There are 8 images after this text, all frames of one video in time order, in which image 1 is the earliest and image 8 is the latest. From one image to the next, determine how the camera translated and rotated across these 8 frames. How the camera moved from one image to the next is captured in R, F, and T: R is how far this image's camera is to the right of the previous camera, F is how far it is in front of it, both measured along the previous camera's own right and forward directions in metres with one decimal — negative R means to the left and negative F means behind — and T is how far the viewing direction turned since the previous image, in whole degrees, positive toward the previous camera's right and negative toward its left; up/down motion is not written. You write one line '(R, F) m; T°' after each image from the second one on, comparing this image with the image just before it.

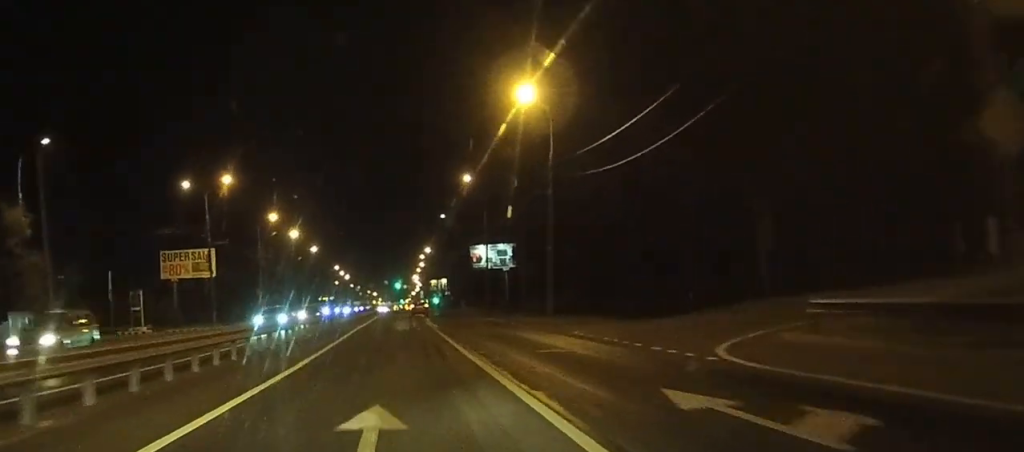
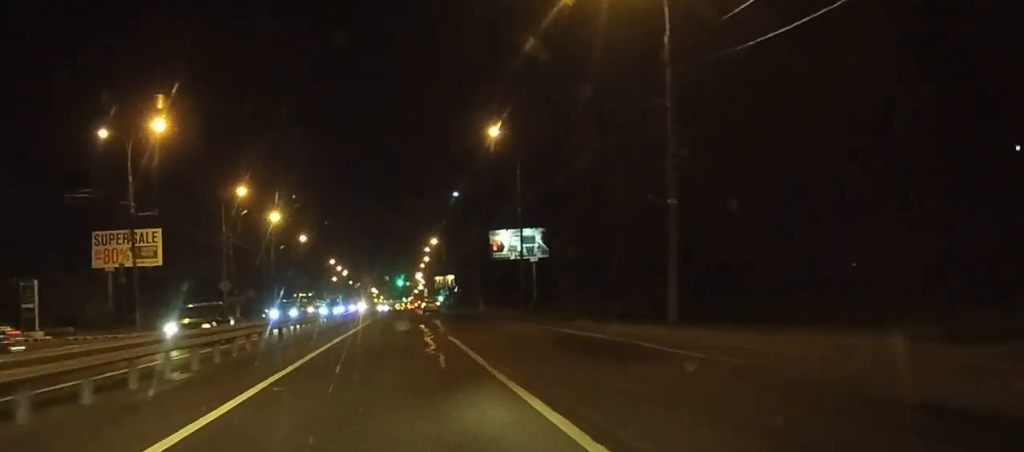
(0.0, +22.5) m; 0°
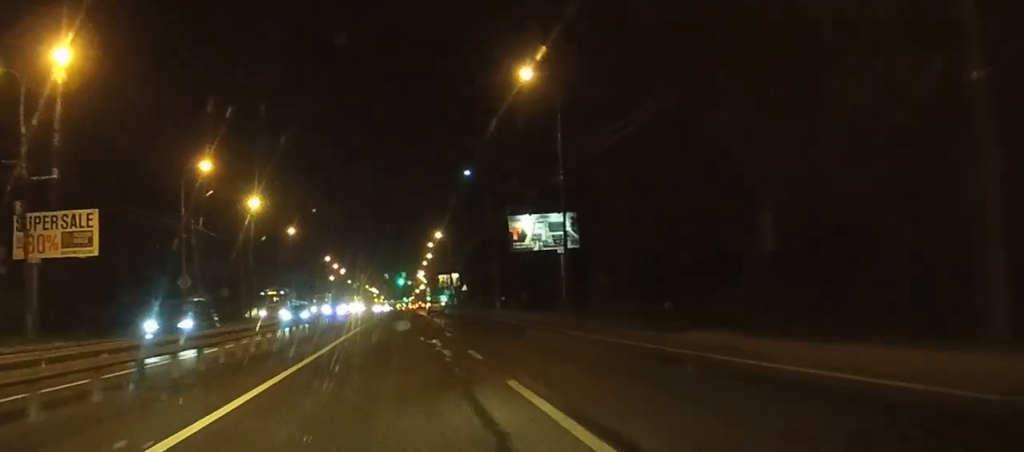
(0.0, +16.0) m; 0°
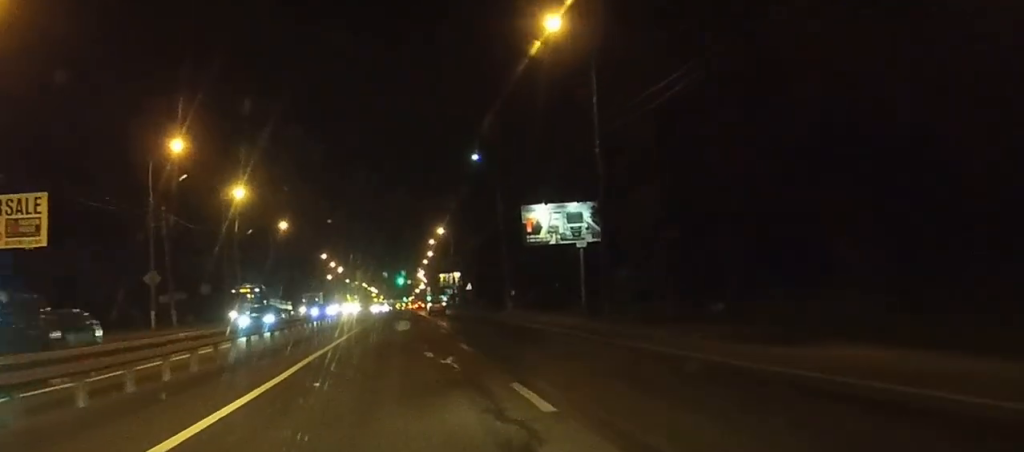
(0.0, +8.7) m; 0°
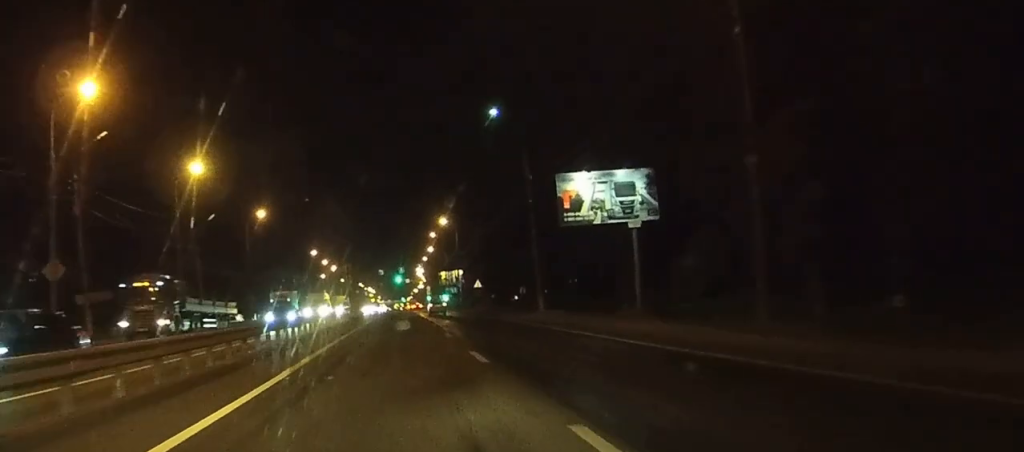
(0.0, +16.7) m; 0°
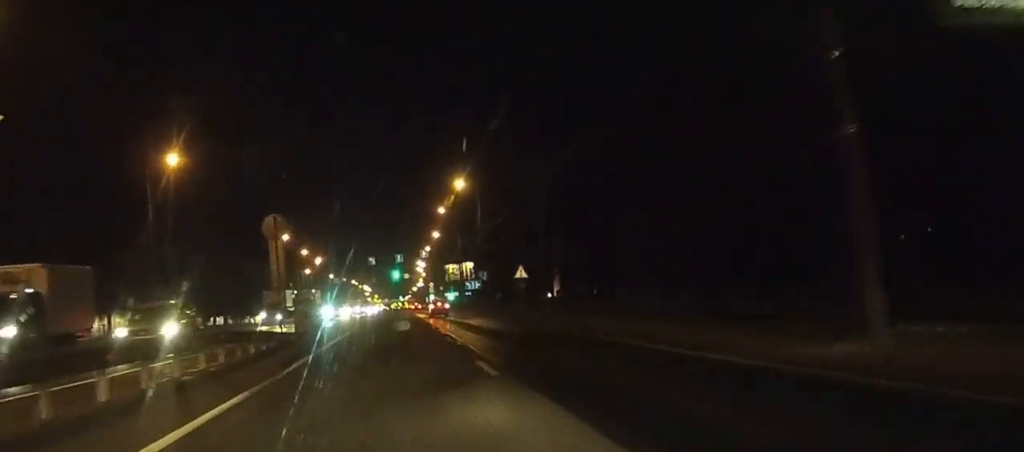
(-0.1, +38.4) m; 0°
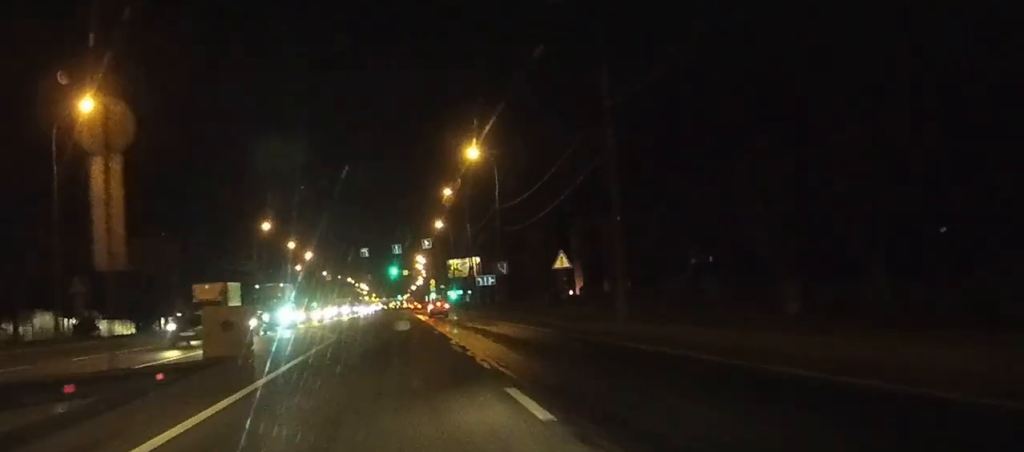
(0.0, +17.1) m; 0°
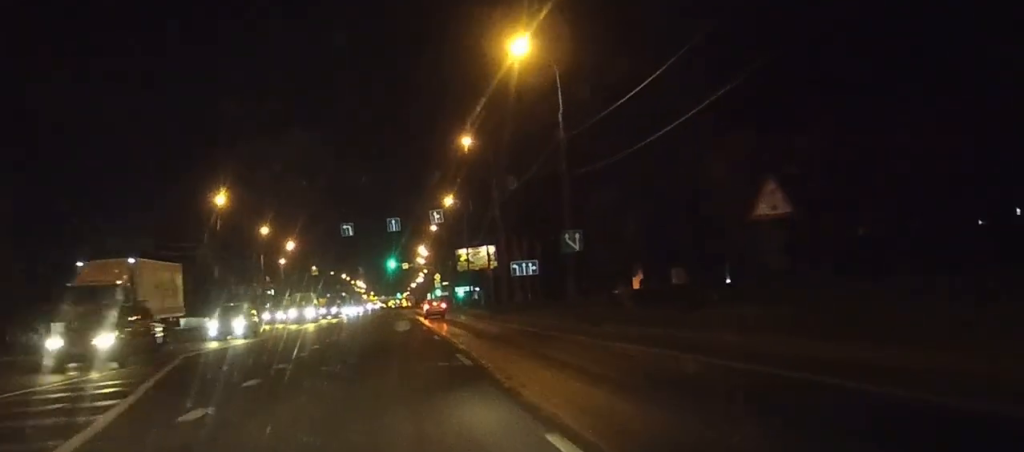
(+0.1, +27.7) m; 0°
